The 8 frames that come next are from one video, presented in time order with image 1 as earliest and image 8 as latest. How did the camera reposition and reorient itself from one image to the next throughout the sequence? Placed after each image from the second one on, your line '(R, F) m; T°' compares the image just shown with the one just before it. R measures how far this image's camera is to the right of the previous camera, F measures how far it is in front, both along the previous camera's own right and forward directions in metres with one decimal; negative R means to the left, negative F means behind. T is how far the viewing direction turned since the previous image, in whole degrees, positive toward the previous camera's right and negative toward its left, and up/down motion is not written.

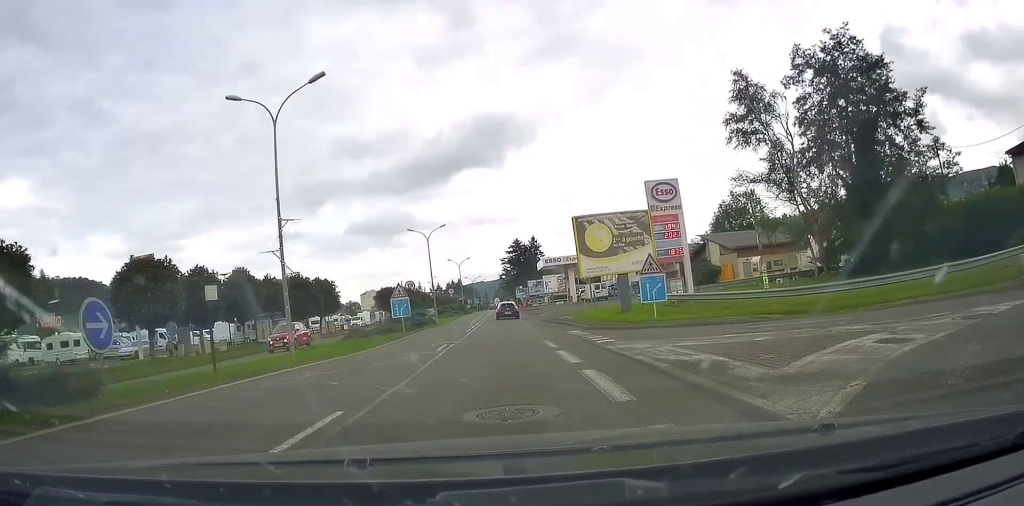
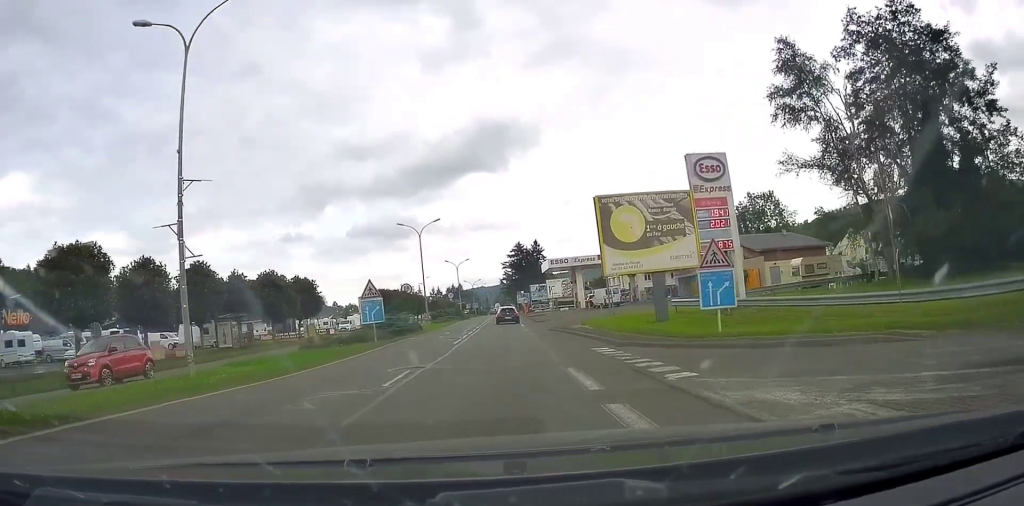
(+0.2, +7.4) m; +2°
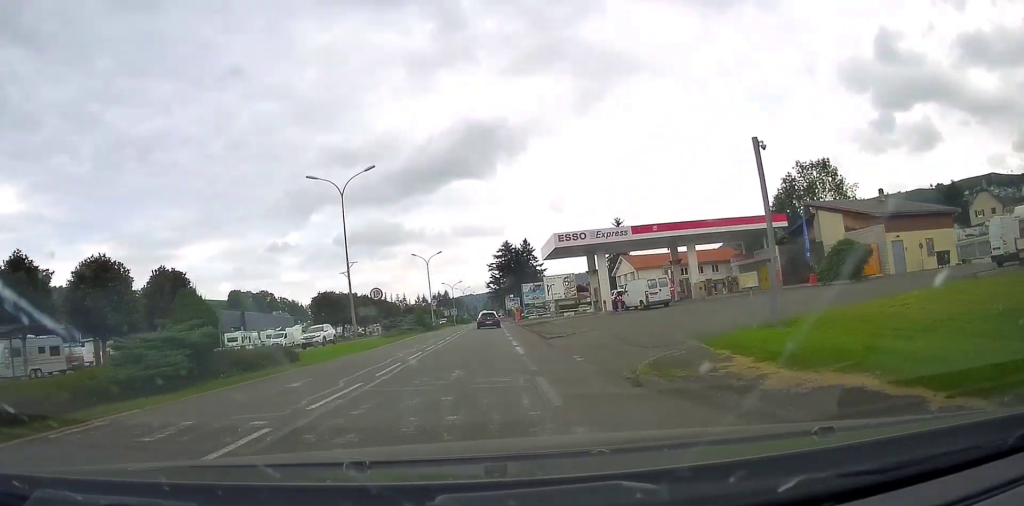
(-0.7, +25.7) m; -3°
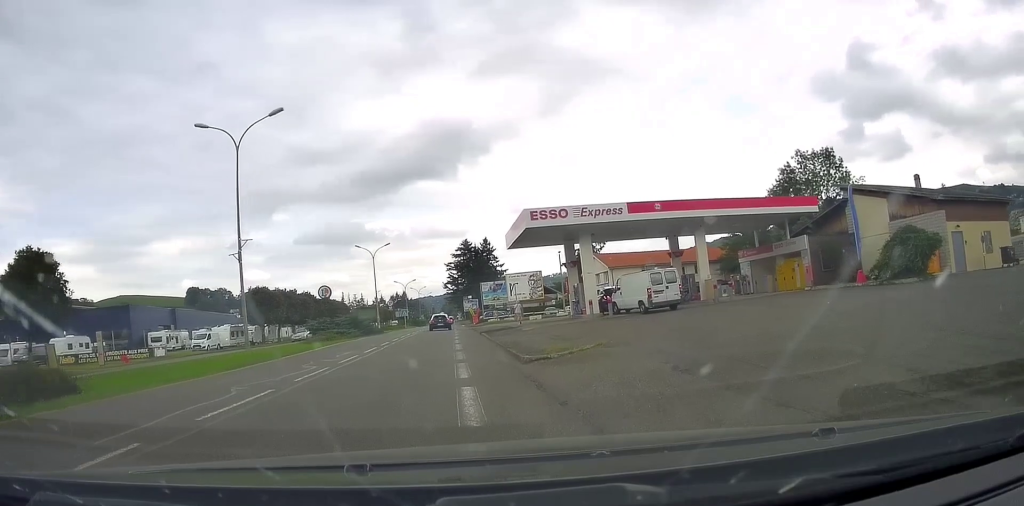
(+0.5, +12.4) m; +3°
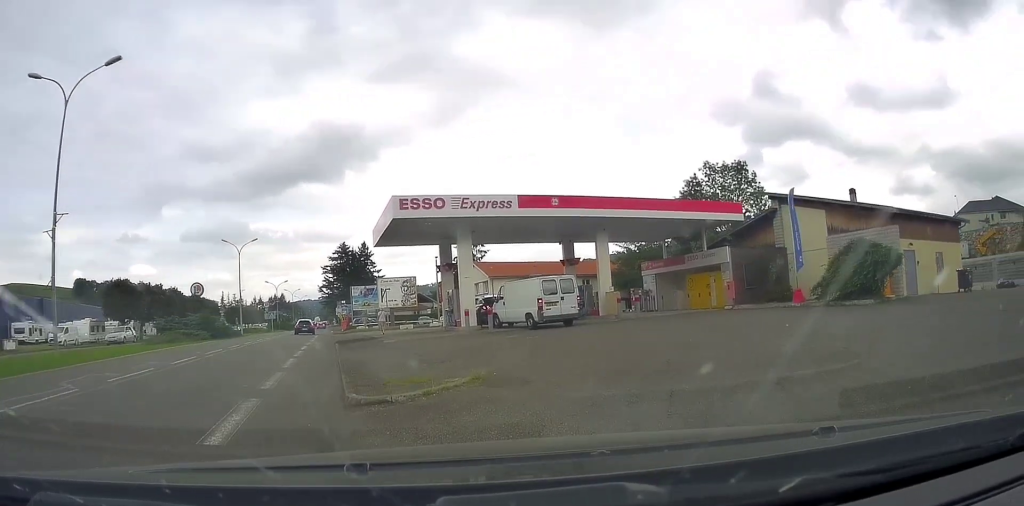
(-0.1, +7.4) m; +4°
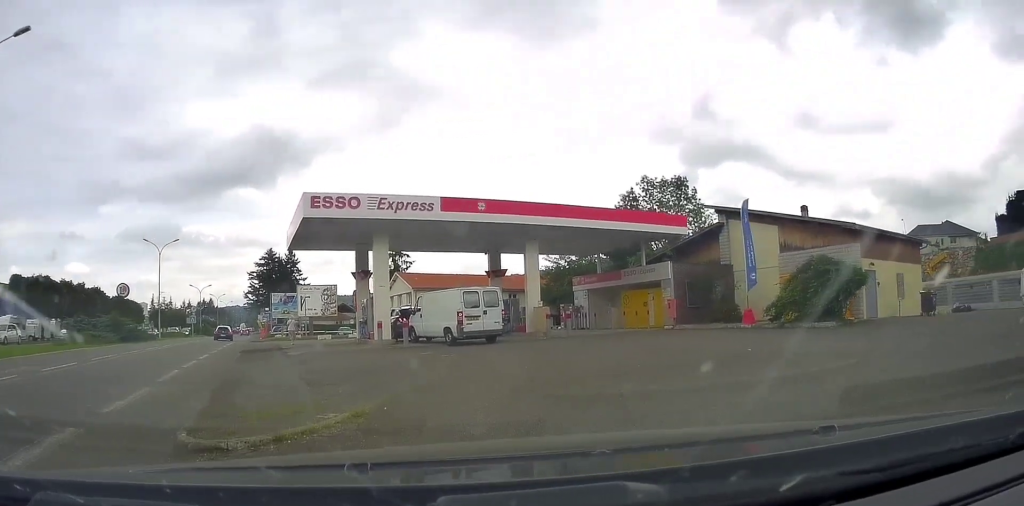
(0.0, +3.6) m; +4°
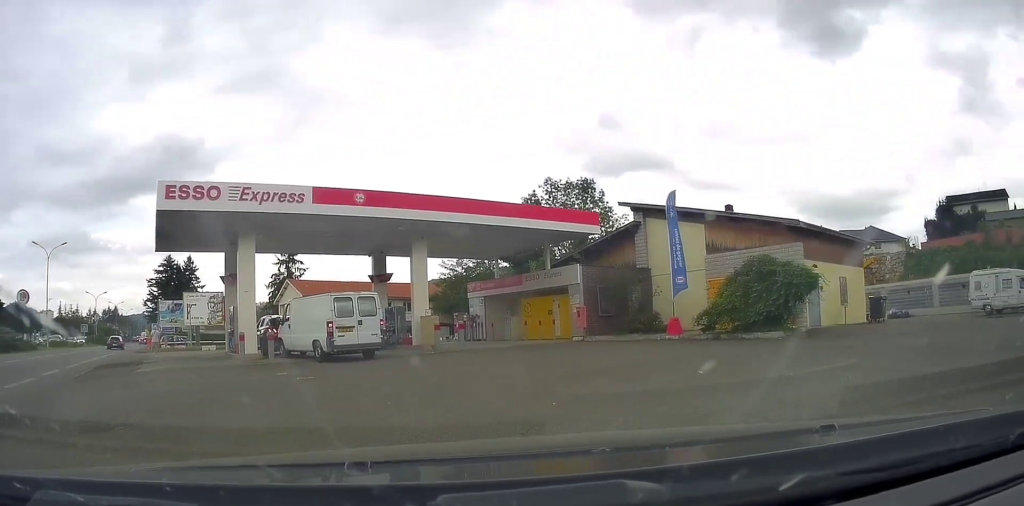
(+0.5, +5.5) m; +11°
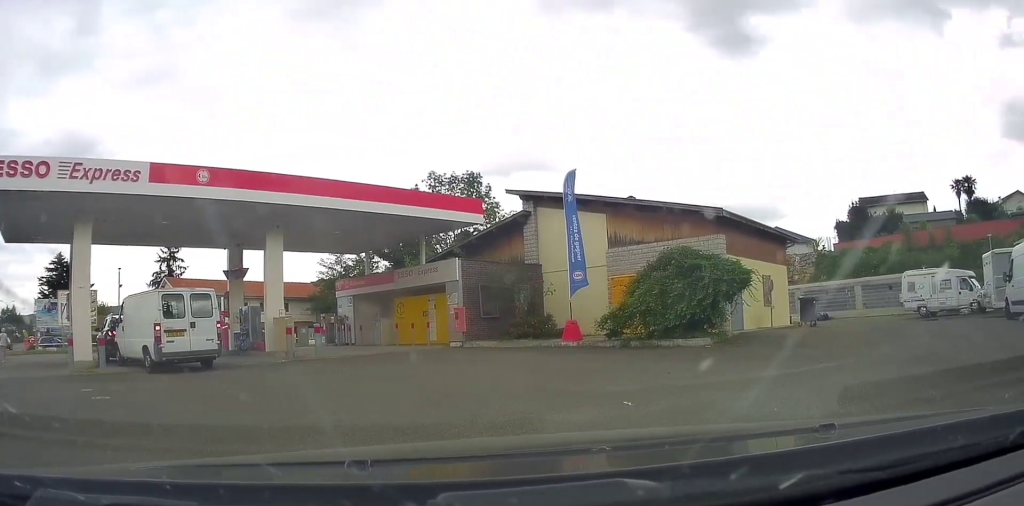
(+0.8, +5.9) m; +9°
